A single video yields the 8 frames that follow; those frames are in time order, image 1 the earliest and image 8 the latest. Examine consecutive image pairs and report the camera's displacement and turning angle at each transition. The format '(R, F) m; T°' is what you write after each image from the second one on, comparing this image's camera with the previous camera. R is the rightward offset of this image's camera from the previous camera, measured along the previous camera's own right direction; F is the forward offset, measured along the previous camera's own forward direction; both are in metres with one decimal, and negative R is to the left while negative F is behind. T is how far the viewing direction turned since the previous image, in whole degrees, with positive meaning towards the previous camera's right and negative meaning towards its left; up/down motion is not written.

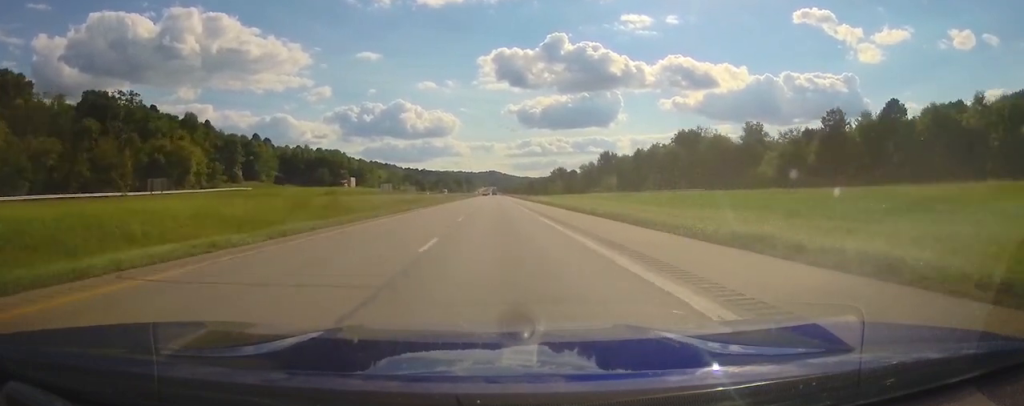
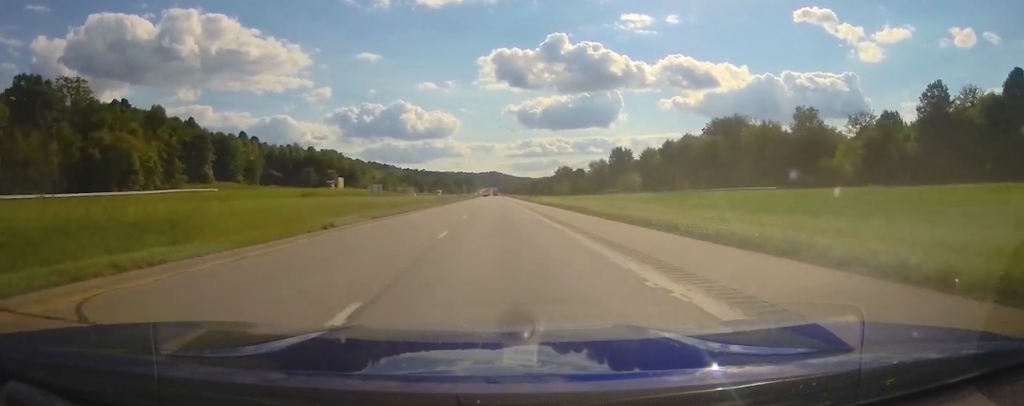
(0.0, +21.2) m; 0°
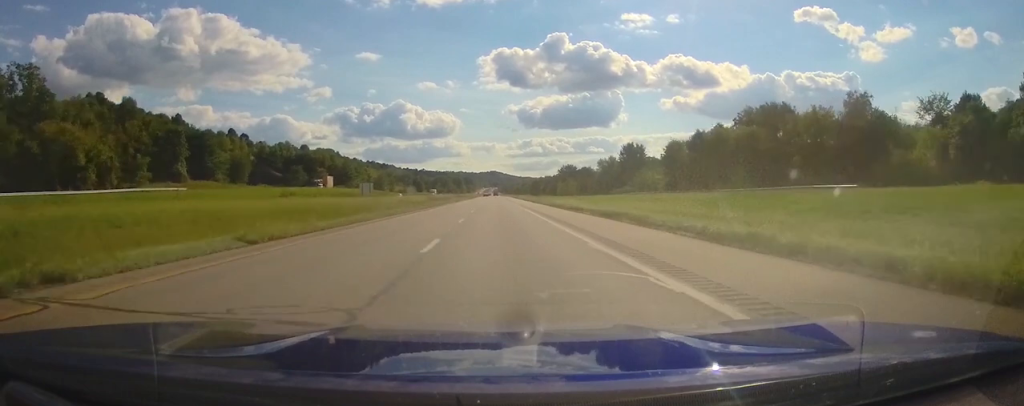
(0.0, +15.9) m; 0°
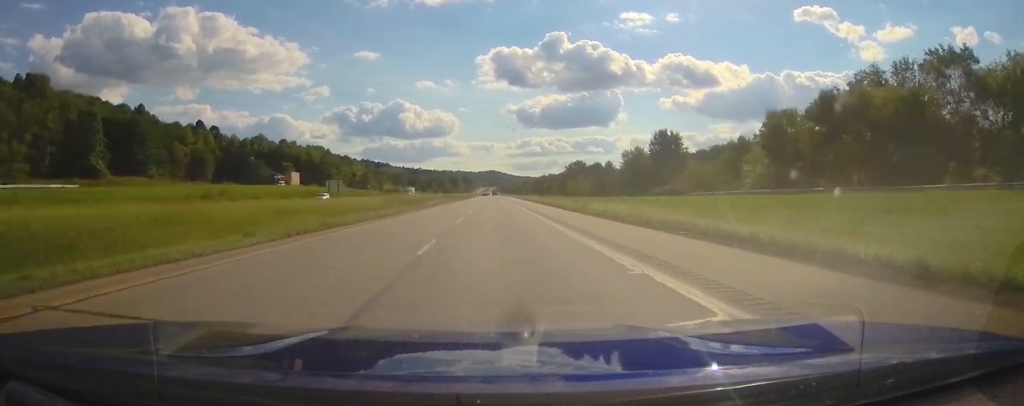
(0.0, +37.1) m; 0°
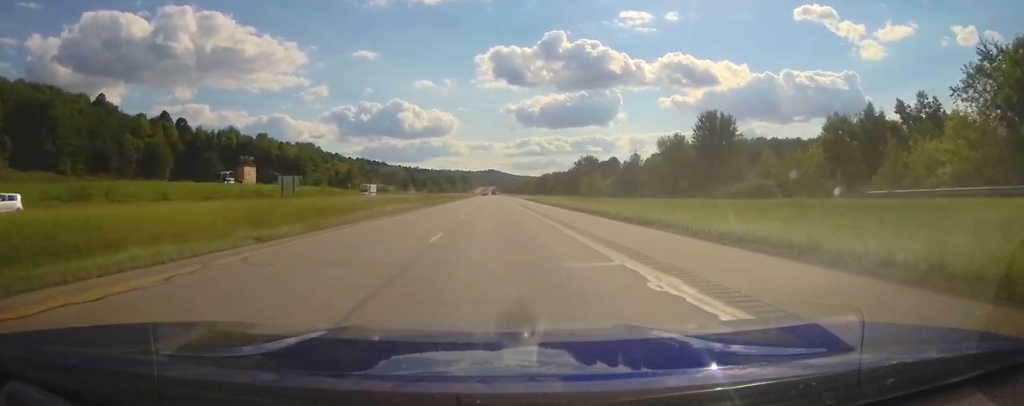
(+0.2, +33.8) m; 0°
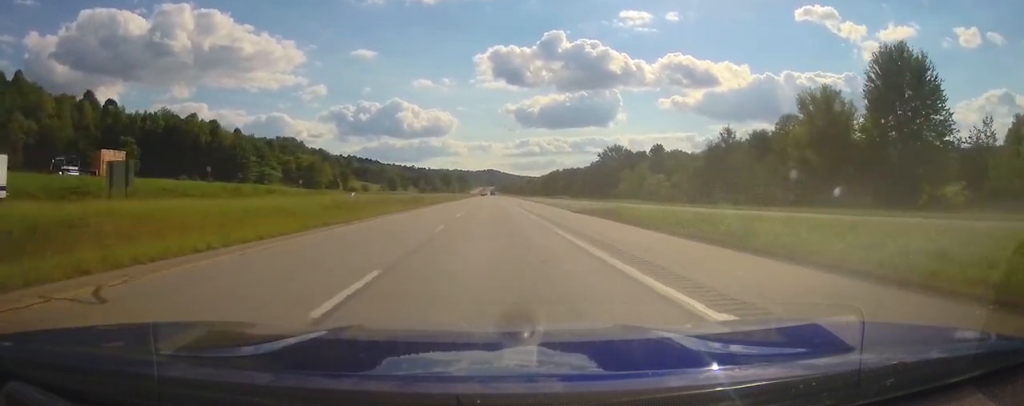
(-0.2, +57.2) m; 0°
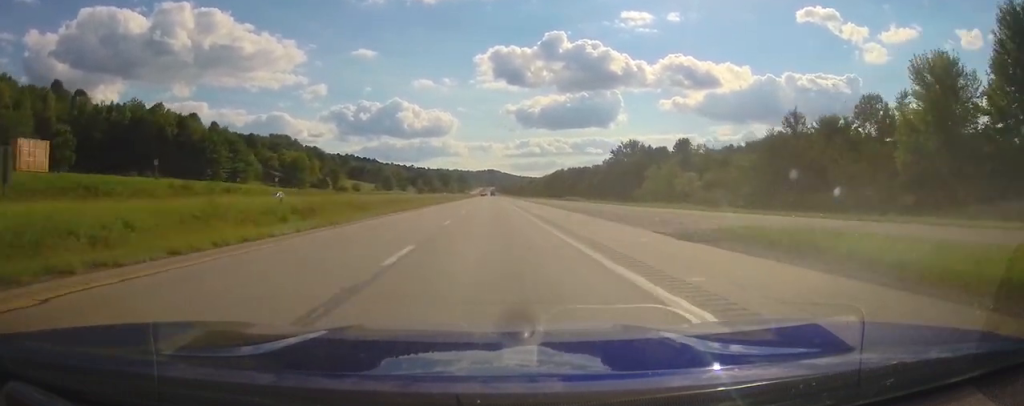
(+0.1, +20.1) m; 0°
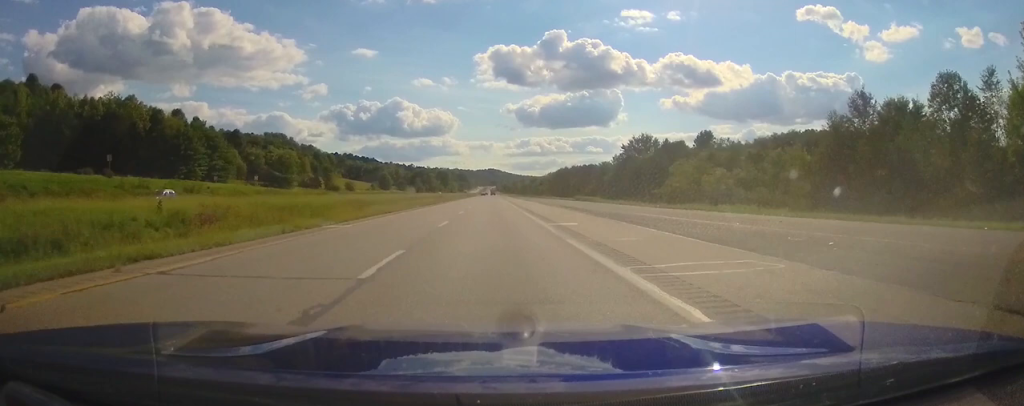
(0.0, +13.8) m; 0°
